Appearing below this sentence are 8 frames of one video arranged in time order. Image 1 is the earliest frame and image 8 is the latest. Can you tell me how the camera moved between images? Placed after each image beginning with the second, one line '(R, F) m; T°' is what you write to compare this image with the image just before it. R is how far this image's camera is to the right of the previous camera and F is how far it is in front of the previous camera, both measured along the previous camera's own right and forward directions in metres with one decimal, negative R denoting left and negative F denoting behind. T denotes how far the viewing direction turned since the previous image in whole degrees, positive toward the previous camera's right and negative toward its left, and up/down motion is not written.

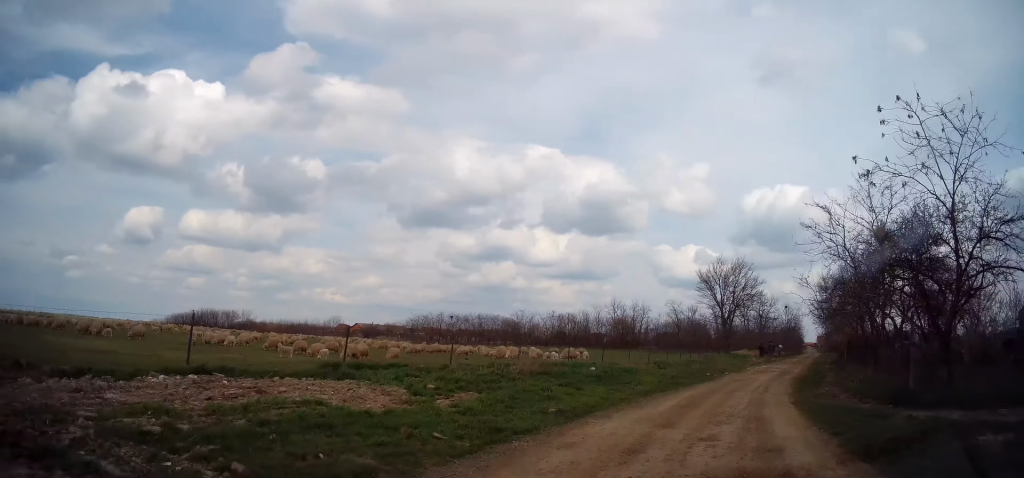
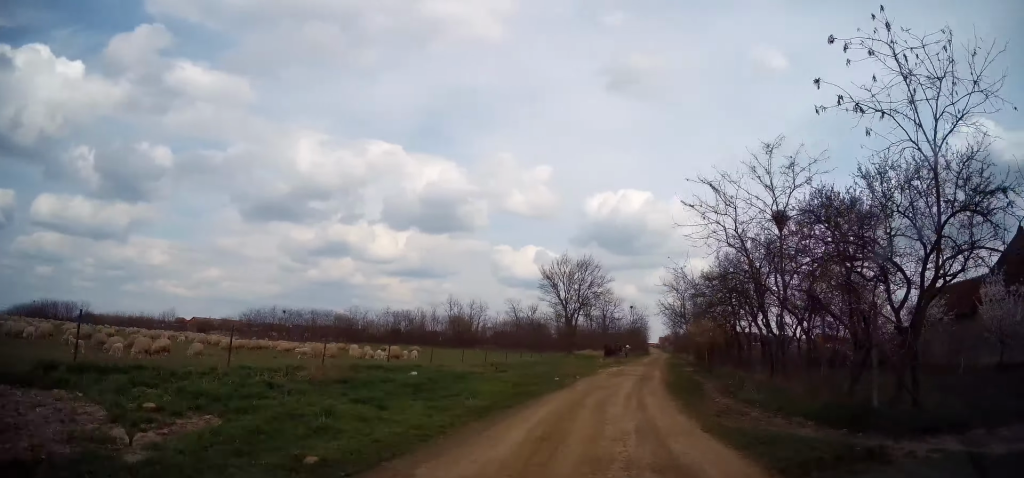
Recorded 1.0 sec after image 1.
(+0.6, +3.7) m; +12°
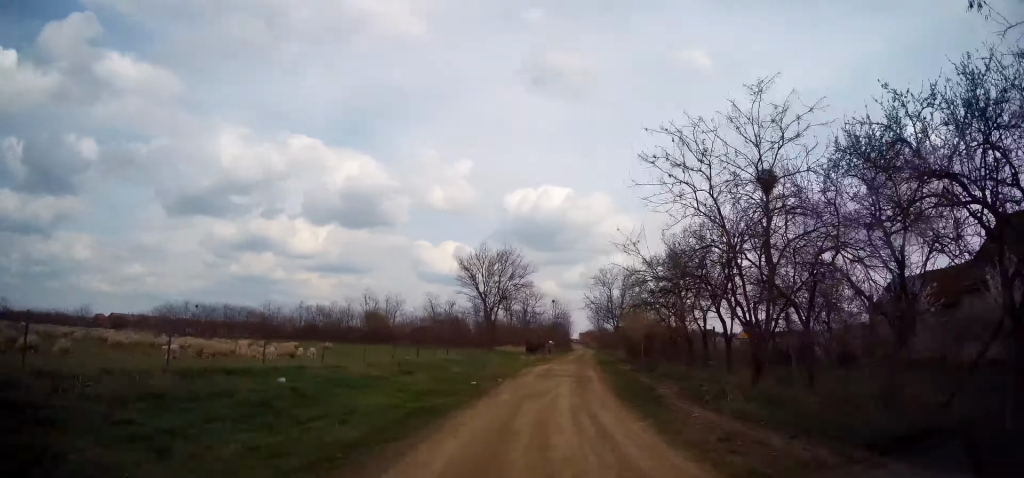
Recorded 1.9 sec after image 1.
(+0.2, +3.9) m; +8°
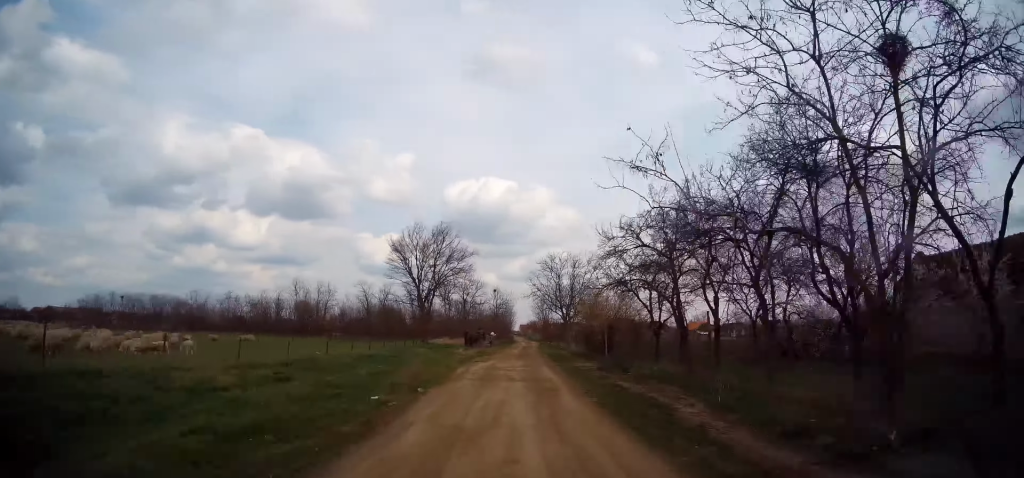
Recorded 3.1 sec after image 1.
(+0.7, +6.2) m; +9°
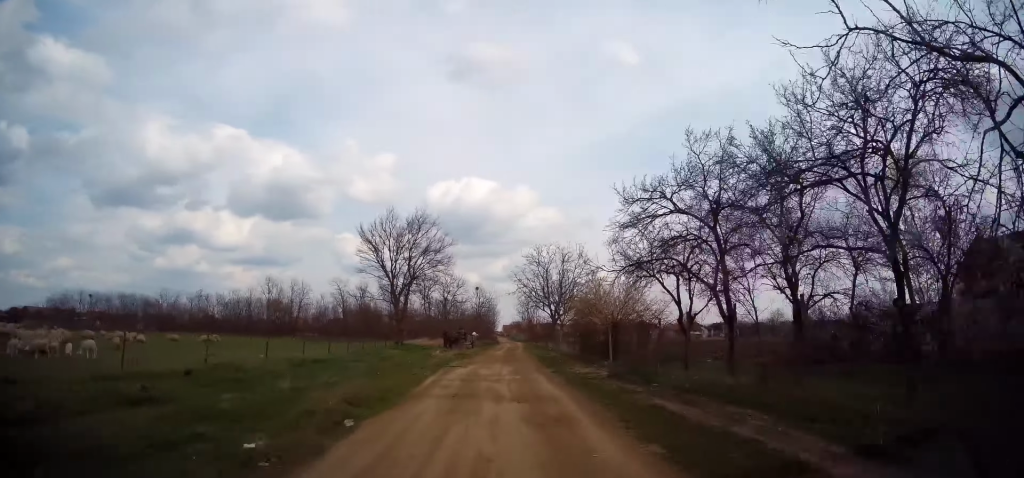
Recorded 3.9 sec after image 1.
(+0.1, +4.7) m; +1°
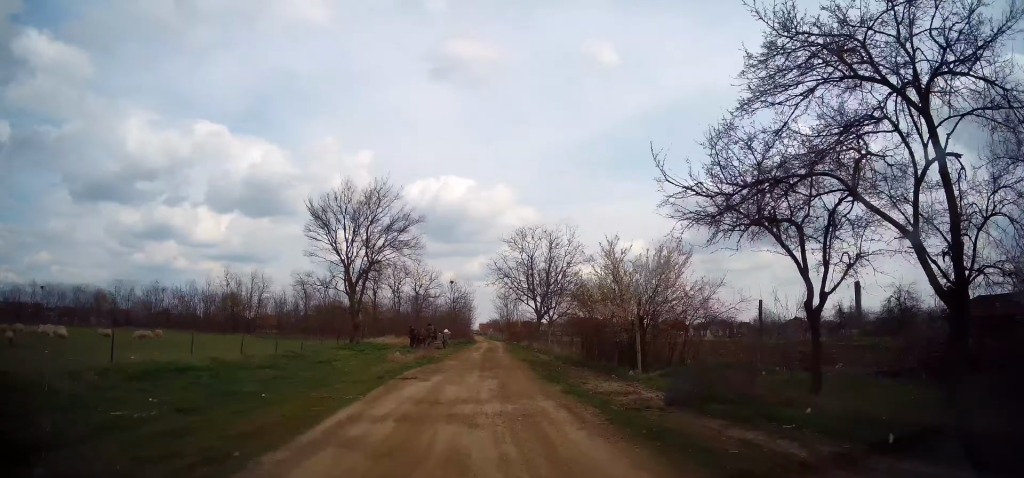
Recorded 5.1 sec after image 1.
(0.0, +7.5) m; +4°
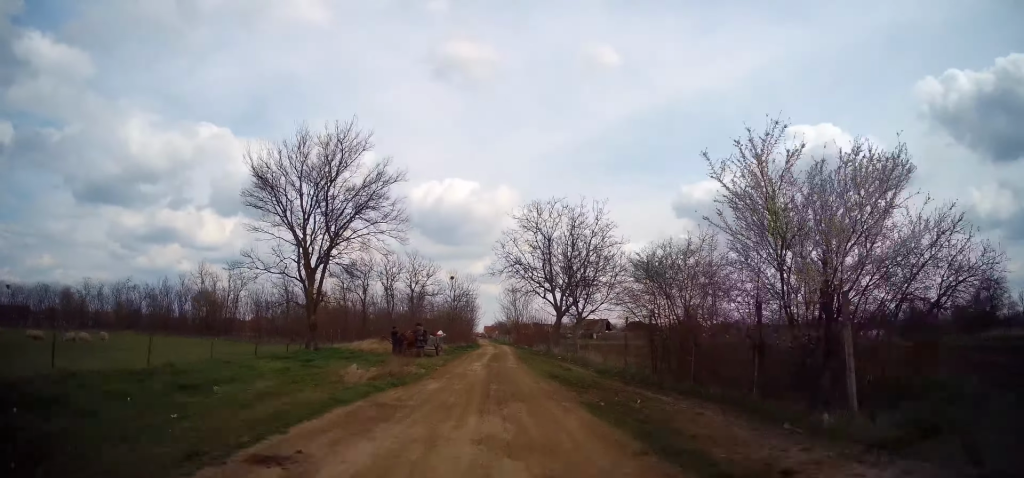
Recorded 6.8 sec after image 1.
(+0.3, +10.7) m; -2°
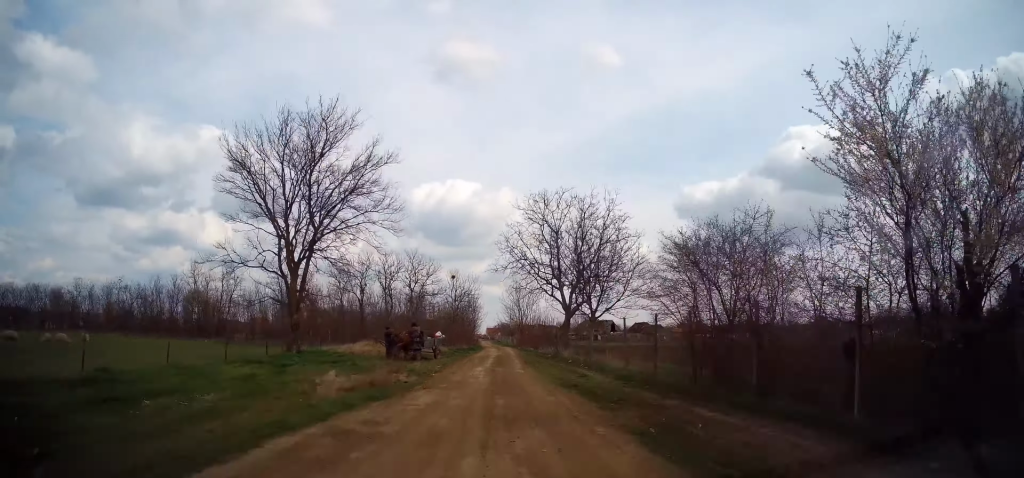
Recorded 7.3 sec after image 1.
(-0.1, +3.0) m; -2°
